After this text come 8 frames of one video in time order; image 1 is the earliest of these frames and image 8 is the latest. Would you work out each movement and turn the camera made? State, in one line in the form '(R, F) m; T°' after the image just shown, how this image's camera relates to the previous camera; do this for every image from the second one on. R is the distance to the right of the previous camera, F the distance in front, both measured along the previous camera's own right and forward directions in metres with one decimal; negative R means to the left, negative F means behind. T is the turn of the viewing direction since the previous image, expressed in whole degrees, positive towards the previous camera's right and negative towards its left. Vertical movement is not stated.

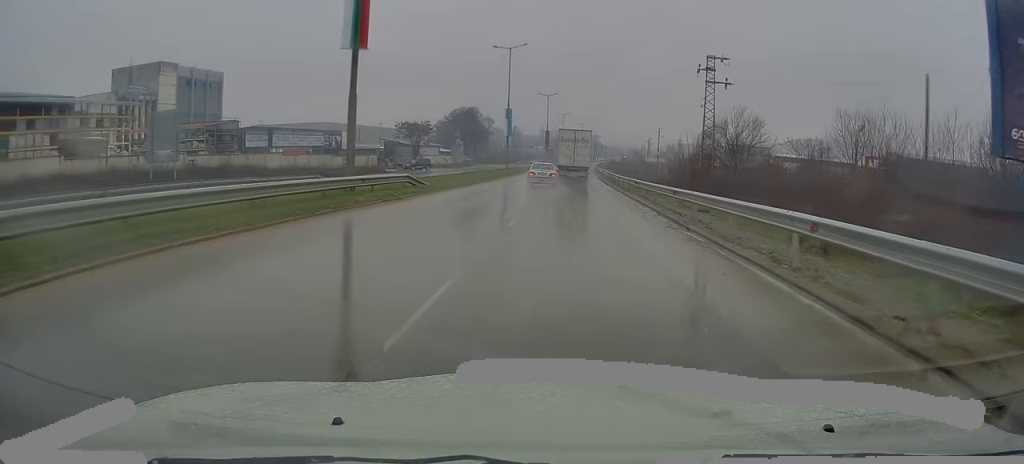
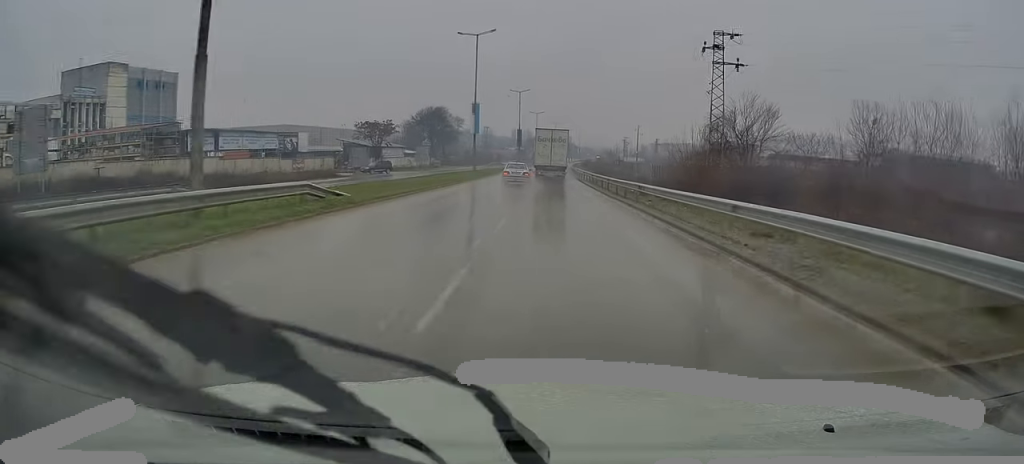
(+0.2, +8.7) m; +1°
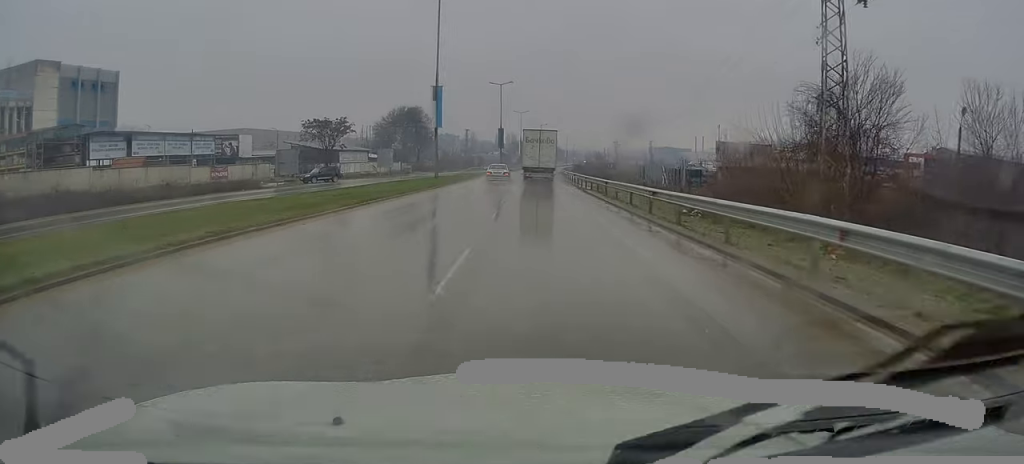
(+0.1, +17.1) m; 0°
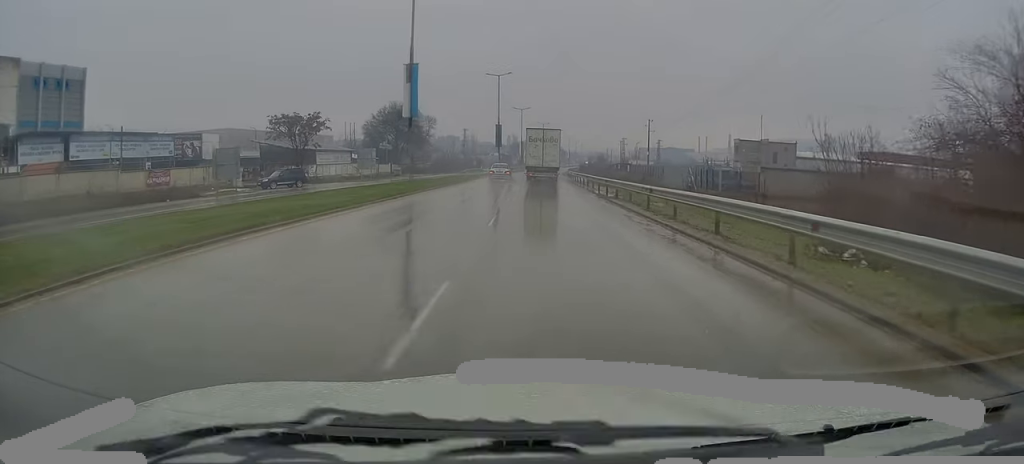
(0.0, +10.9) m; 0°
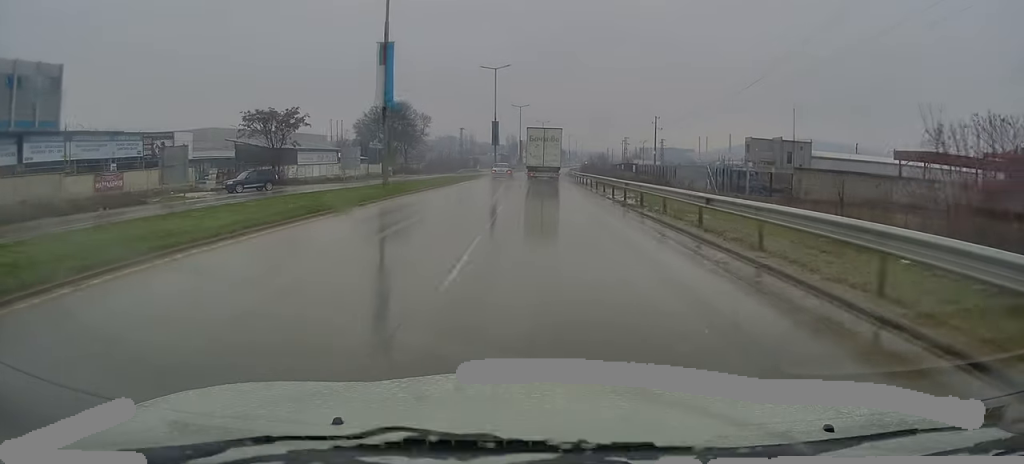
(0.0, +6.5) m; 0°
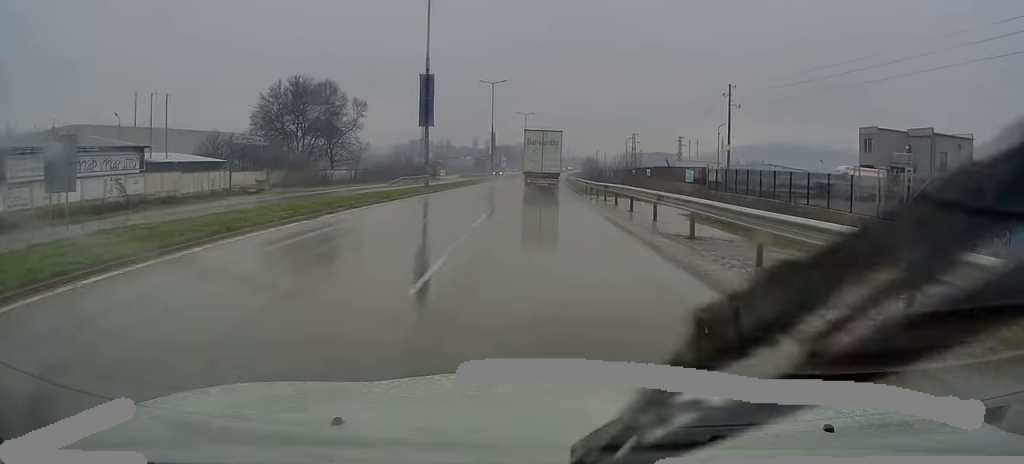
(0.0, +45.9) m; +1°
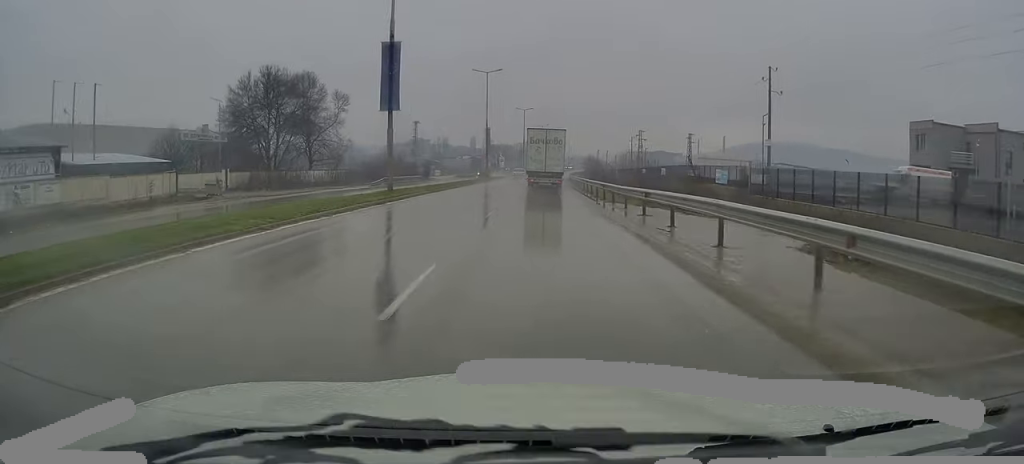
(+0.2, +10.2) m; 0°
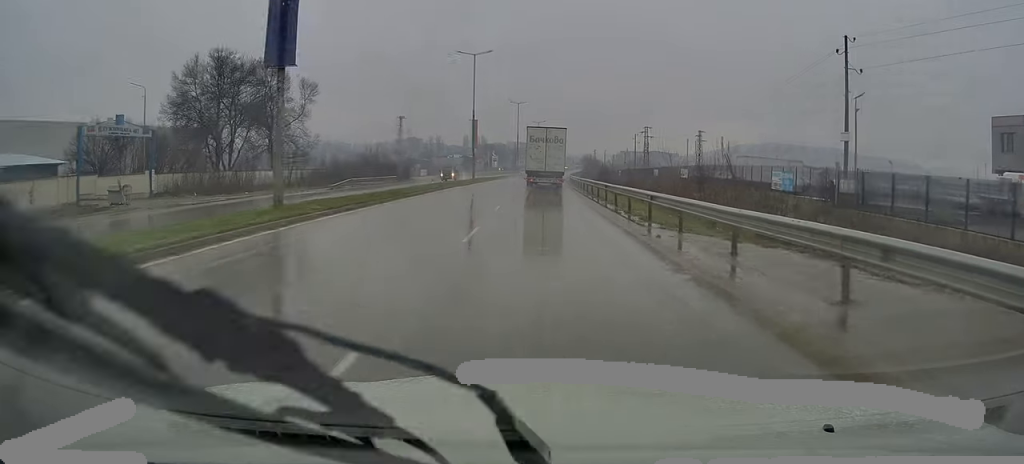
(+0.1, +12.9) m; 0°
